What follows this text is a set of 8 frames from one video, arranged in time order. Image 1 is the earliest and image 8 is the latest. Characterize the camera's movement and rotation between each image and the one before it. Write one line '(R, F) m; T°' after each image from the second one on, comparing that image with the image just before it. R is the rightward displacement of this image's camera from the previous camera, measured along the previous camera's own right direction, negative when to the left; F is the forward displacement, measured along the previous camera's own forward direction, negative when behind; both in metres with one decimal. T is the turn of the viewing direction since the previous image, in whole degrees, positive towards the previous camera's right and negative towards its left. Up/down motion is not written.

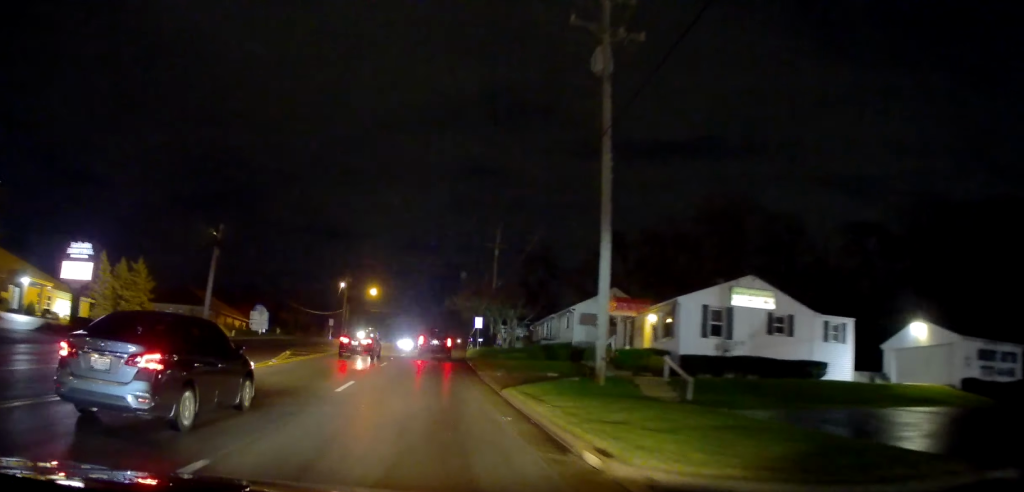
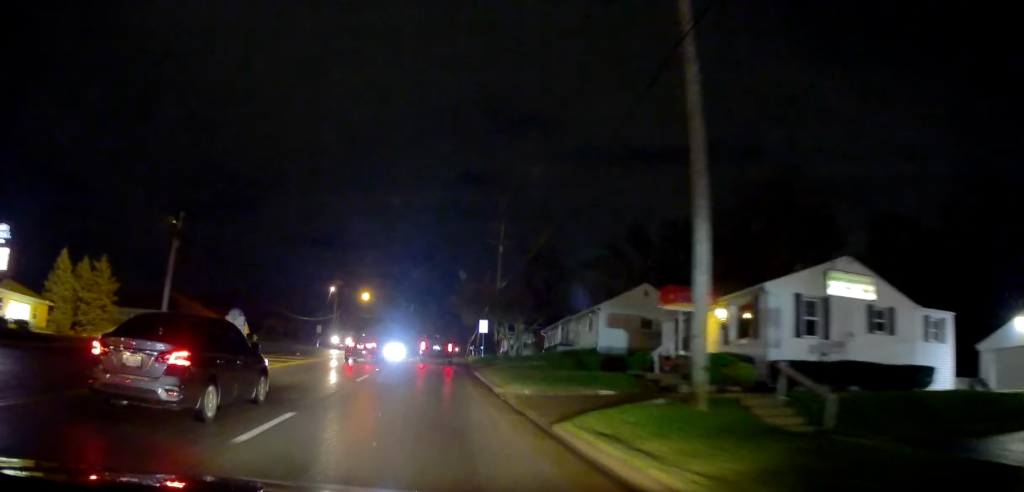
(0.0, +7.7) m; 0°
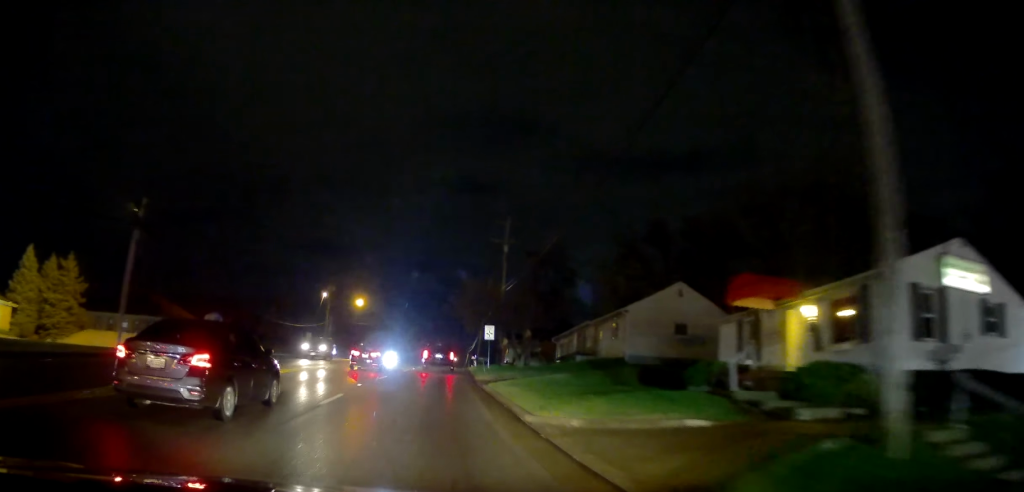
(0.0, +6.1) m; 0°
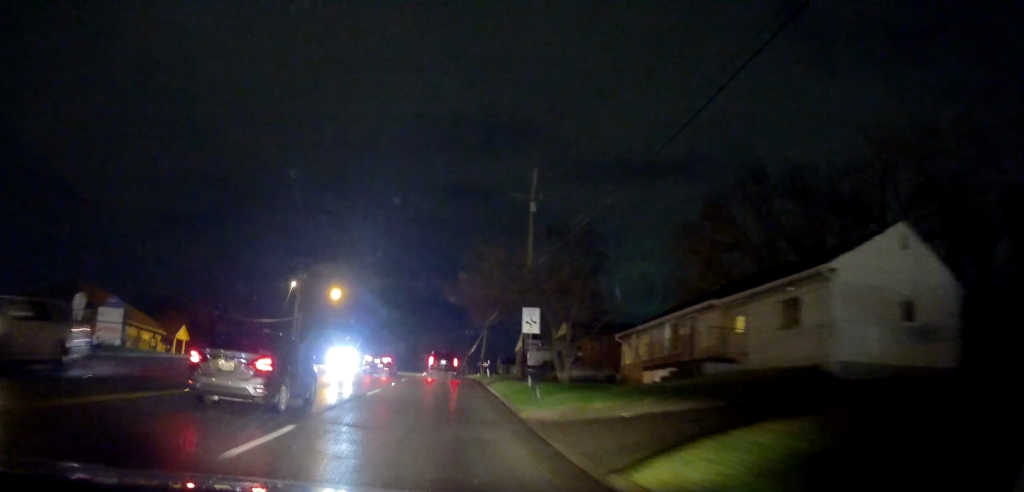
(0.0, +19.1) m; 0°
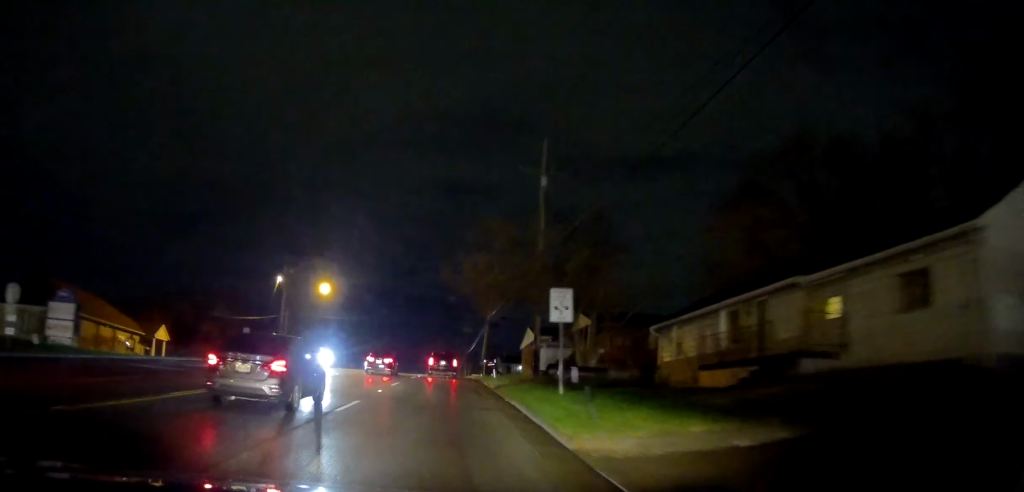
(0.0, +5.8) m; 0°
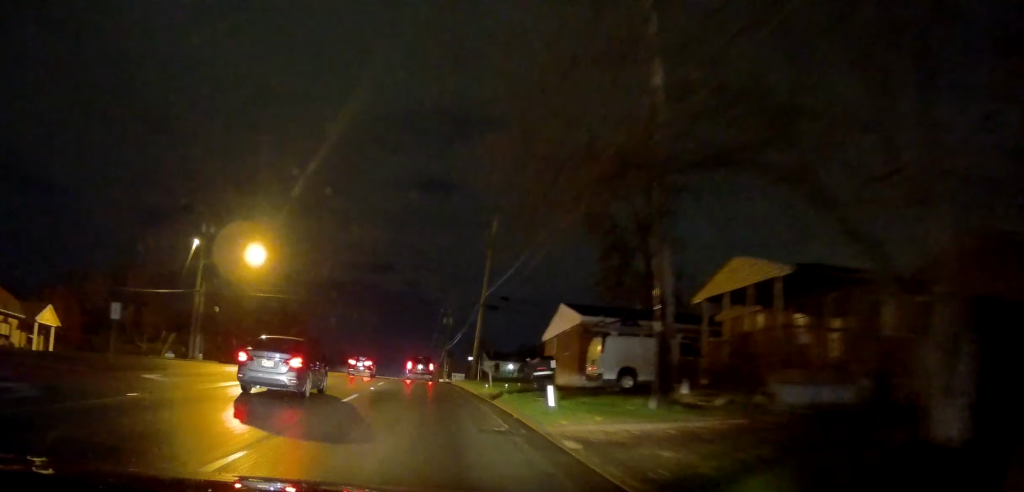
(0.0, +21.6) m; 0°
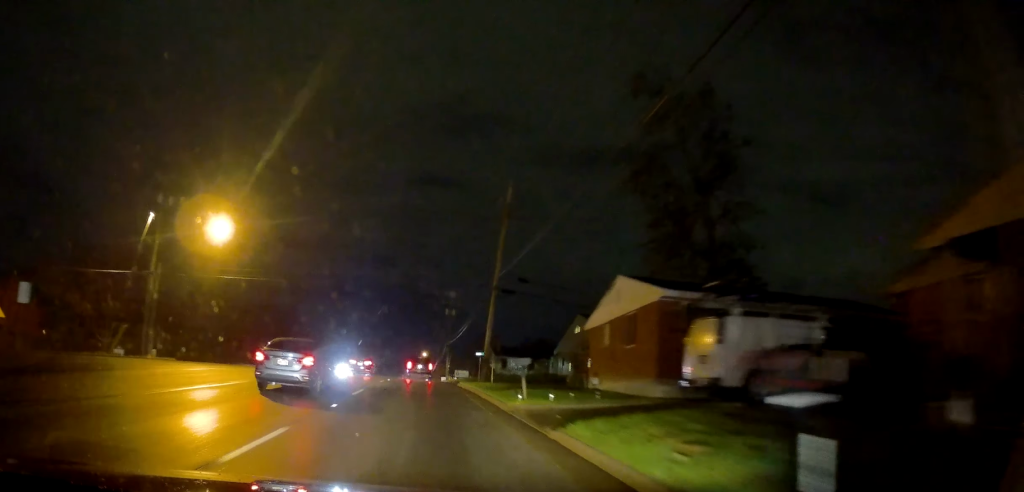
(0.0, +9.7) m; +1°
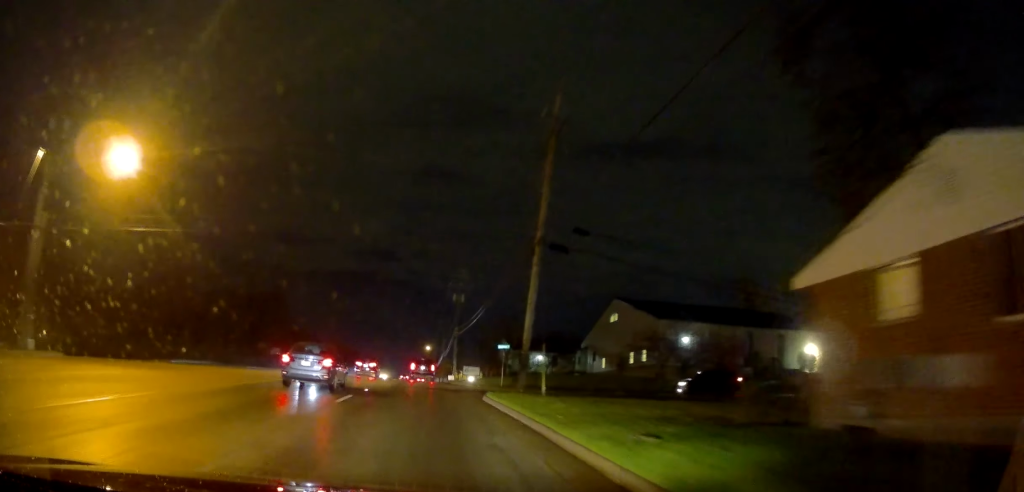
(+0.4, +15.7) m; +3°
